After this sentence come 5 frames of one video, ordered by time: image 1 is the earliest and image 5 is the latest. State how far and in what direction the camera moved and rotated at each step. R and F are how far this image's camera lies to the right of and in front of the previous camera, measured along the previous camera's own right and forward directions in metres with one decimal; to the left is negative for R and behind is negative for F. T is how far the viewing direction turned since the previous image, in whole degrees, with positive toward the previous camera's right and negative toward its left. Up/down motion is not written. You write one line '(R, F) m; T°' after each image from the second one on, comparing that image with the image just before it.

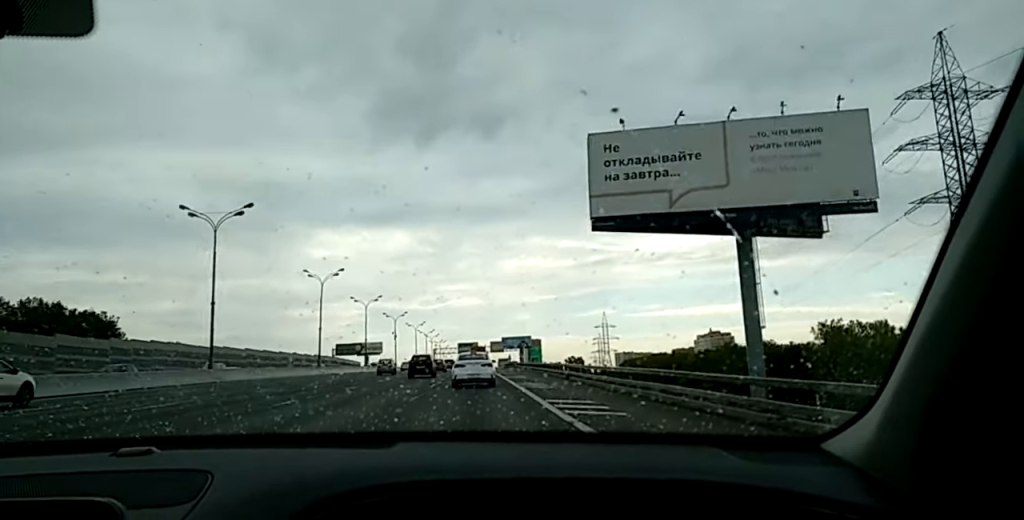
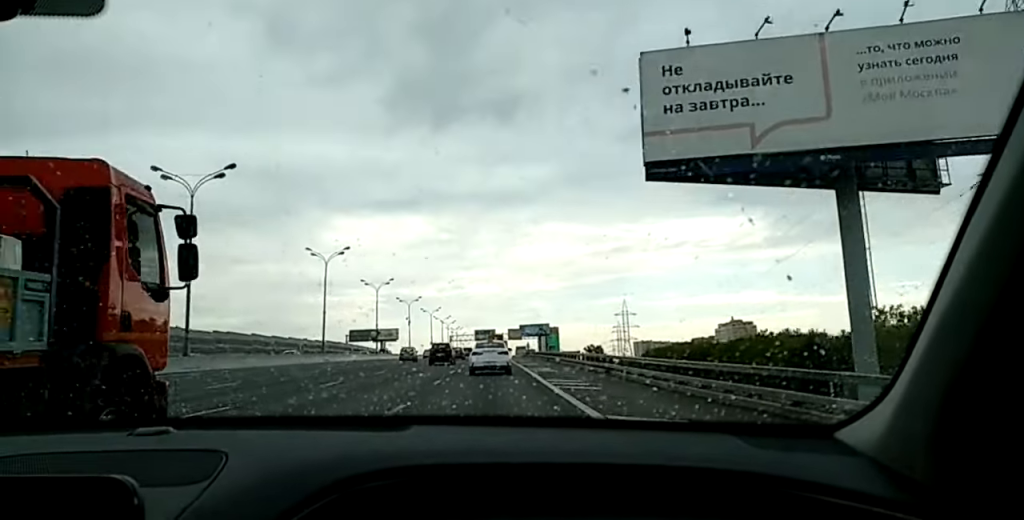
(+0.2, +7.8) m; 0°
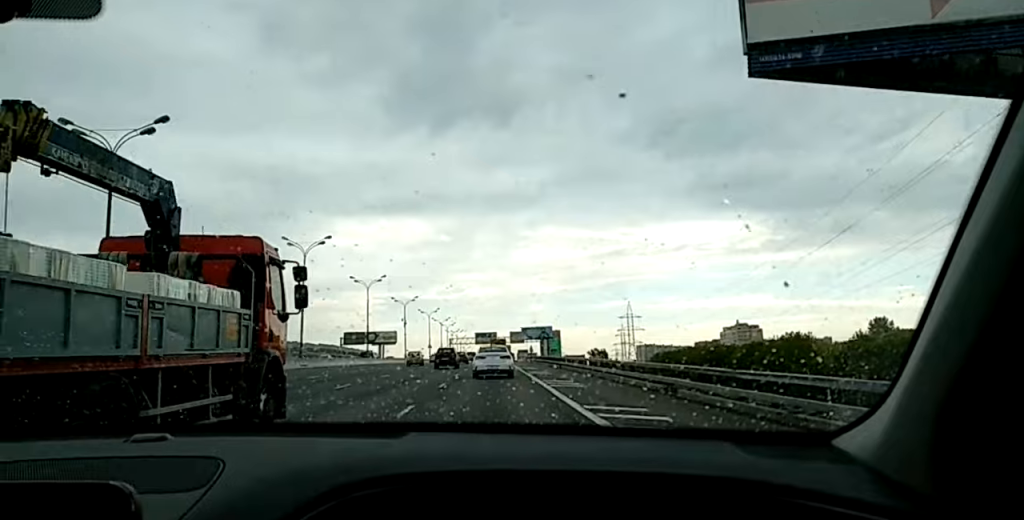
(+0.1, +10.3) m; -1°
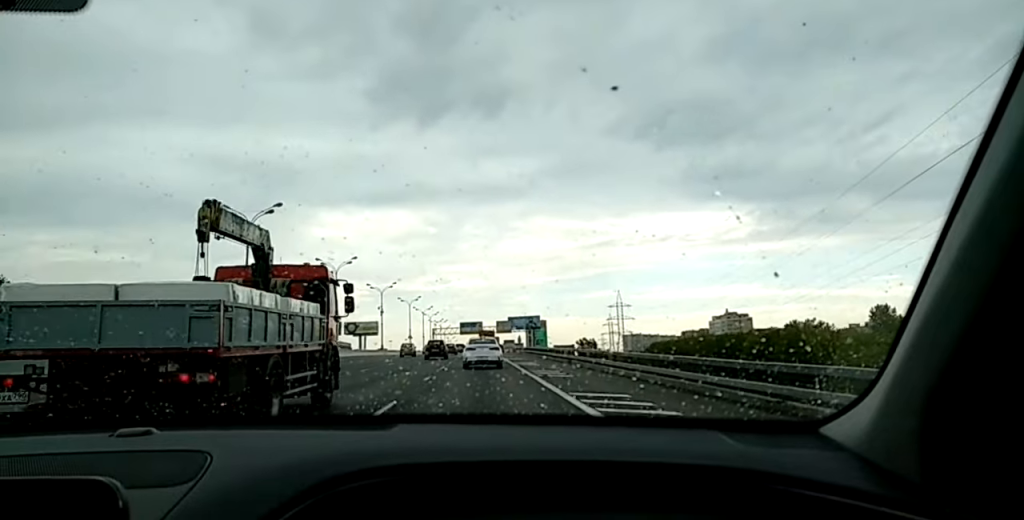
(-0.3, +12.3) m; -2°
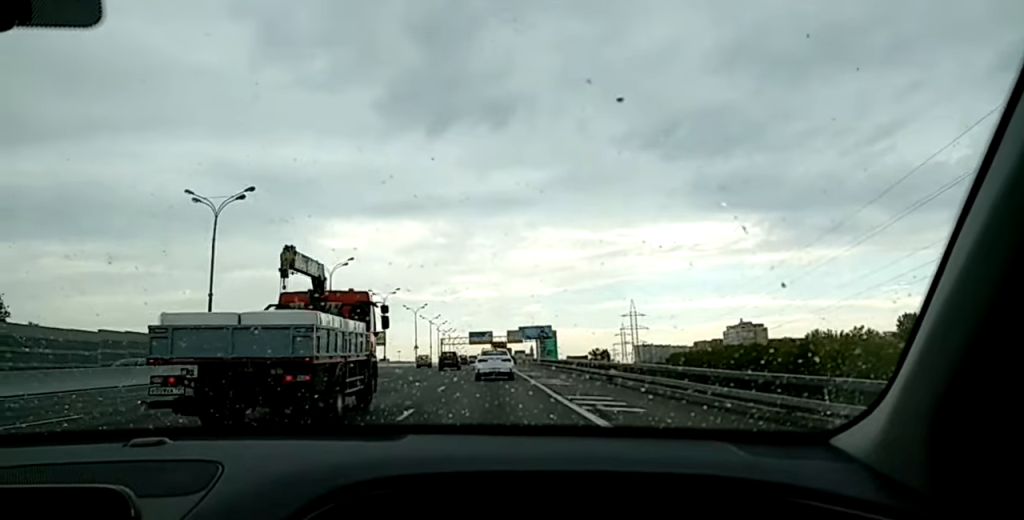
(-0.3, +9.8) m; +1°
